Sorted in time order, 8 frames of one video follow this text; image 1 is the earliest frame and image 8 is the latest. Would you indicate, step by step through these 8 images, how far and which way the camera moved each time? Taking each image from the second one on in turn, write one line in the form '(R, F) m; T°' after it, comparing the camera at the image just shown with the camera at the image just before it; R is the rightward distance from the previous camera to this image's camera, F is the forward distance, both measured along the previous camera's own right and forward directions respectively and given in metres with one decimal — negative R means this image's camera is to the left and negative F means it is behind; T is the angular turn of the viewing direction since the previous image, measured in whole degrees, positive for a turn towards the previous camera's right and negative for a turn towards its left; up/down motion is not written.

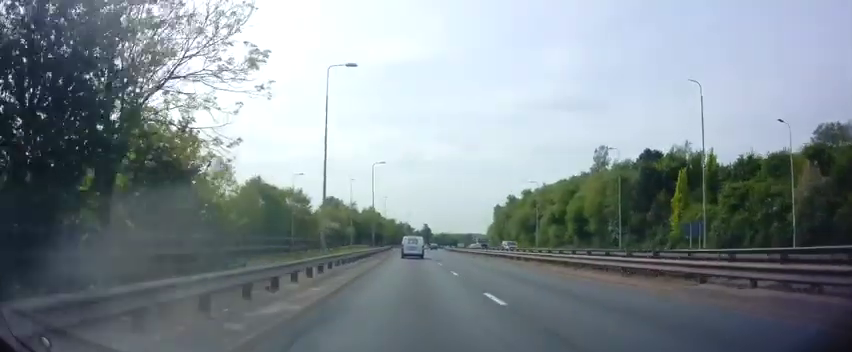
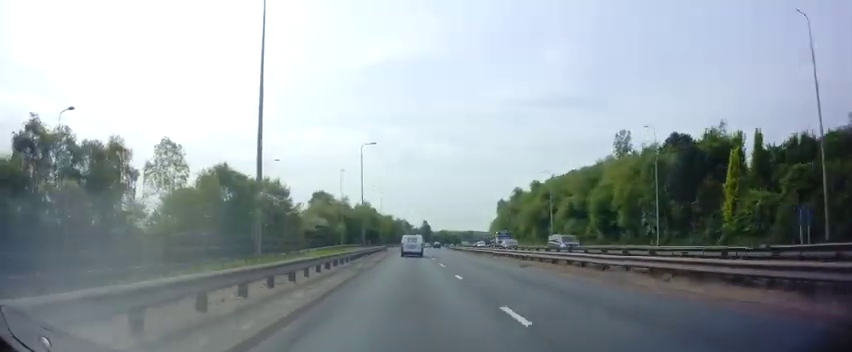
(-0.1, +11.9) m; 0°
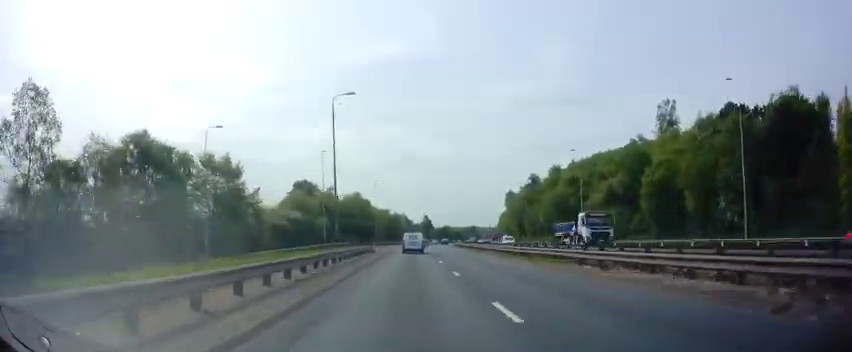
(+0.1, +18.0) m; 0°
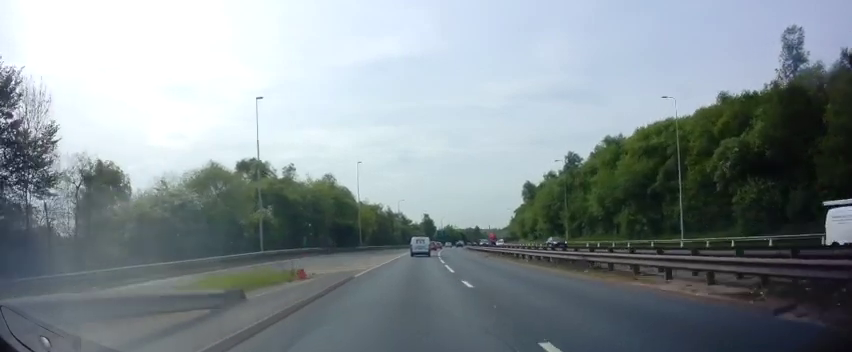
(-0.2, +31.1) m; +1°
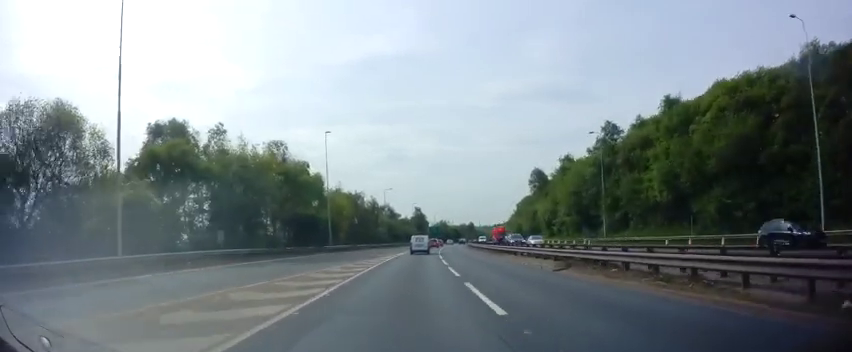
(+0.4, +21.7) m; +1°
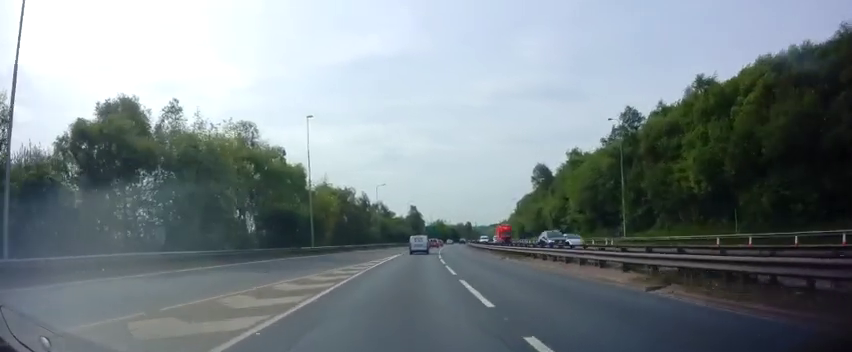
(-0.1, +8.1) m; 0°
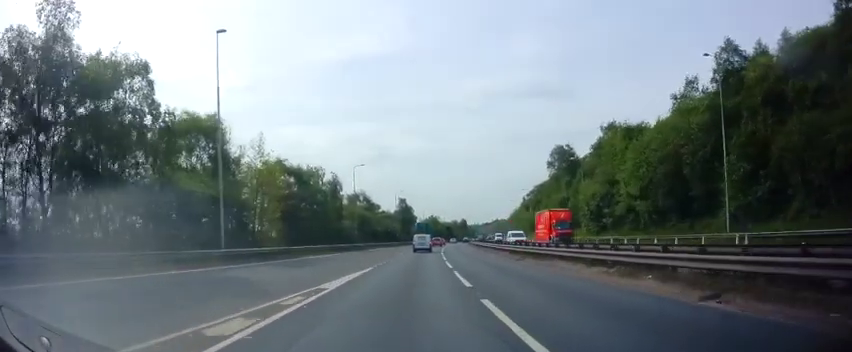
(+0.3, +23.3) m; +2°
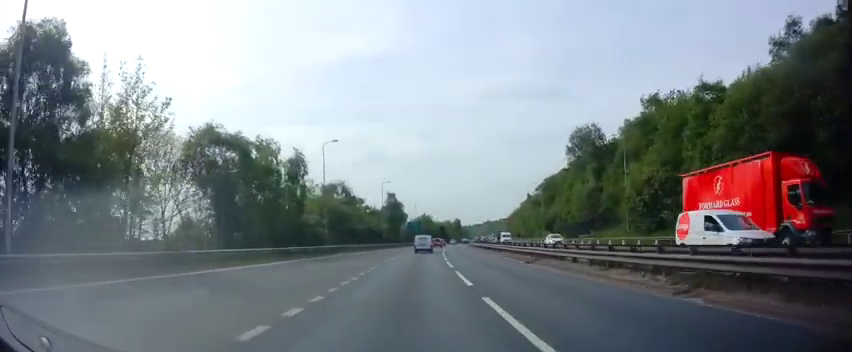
(+0.4, +17.9) m; +1°
